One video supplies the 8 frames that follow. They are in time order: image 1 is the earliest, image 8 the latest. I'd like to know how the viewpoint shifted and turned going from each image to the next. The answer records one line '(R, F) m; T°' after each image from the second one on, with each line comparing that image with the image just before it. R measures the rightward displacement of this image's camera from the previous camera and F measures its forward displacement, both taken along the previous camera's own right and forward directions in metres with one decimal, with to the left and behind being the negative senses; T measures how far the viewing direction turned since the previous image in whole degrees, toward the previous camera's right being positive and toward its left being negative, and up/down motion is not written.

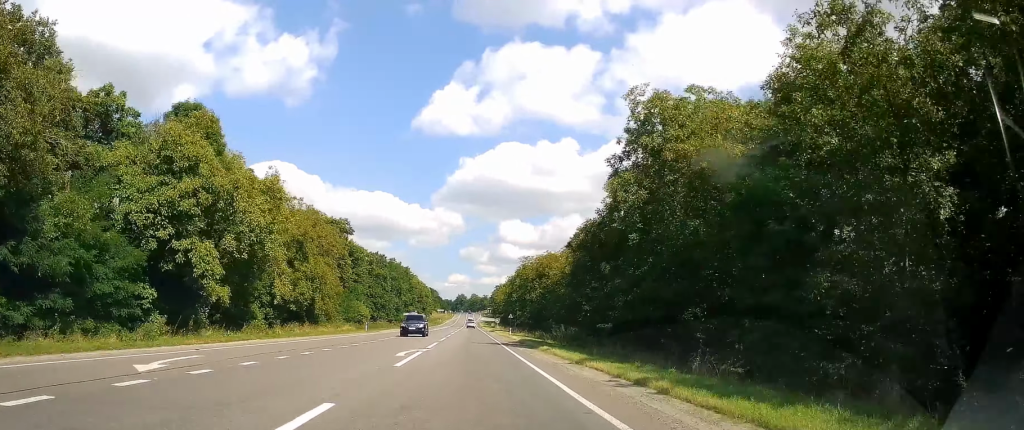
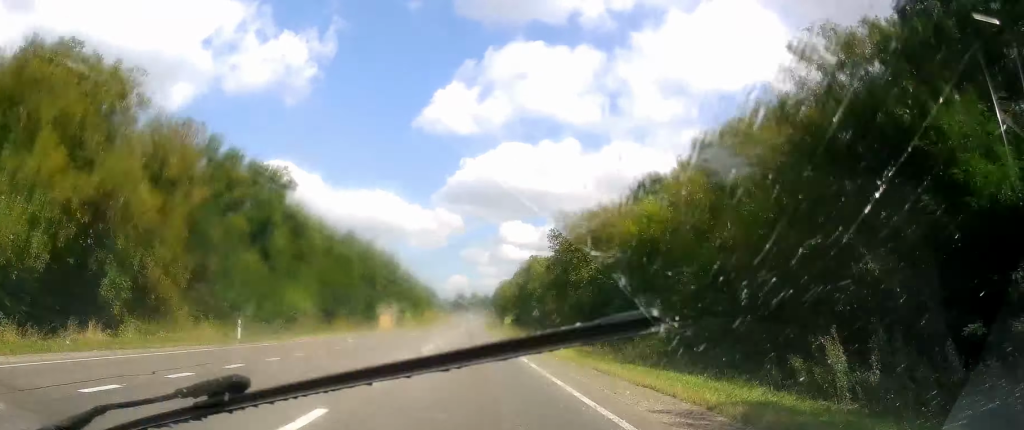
(-0.2, +39.5) m; -1°
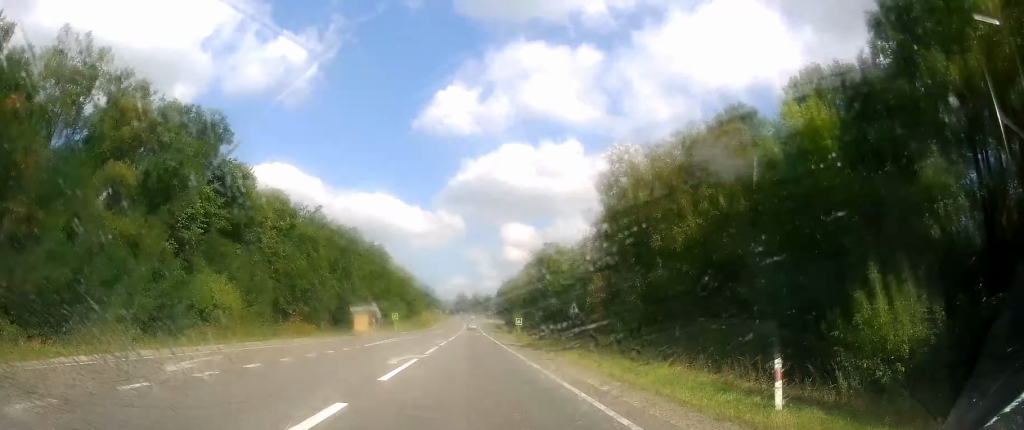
(-0.1, +22.8) m; 0°
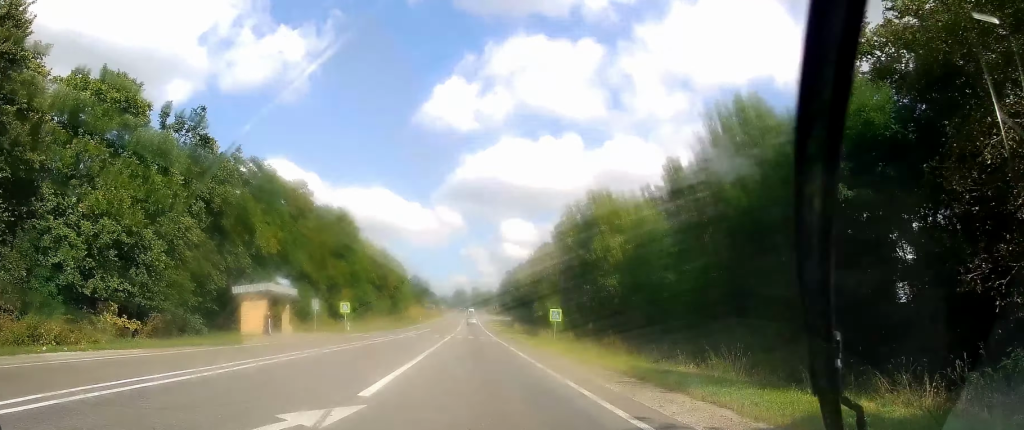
(+0.1, +38.9) m; 0°
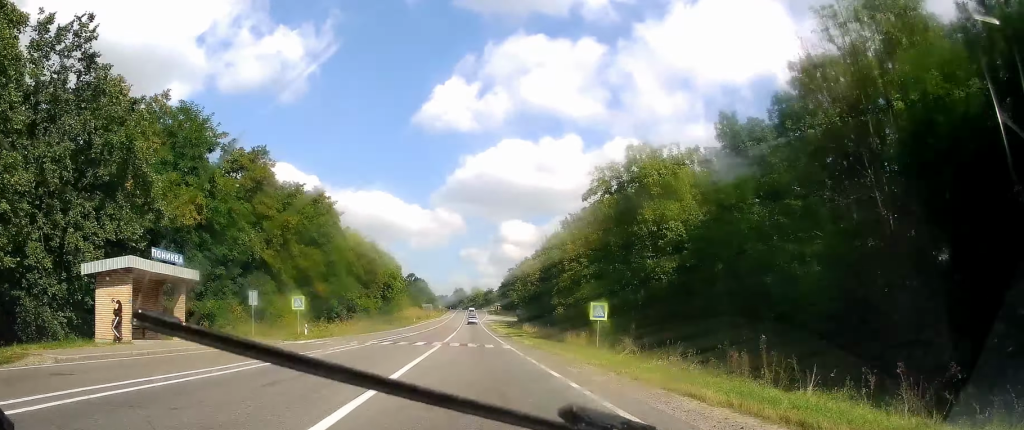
(-0.1, +16.1) m; 0°
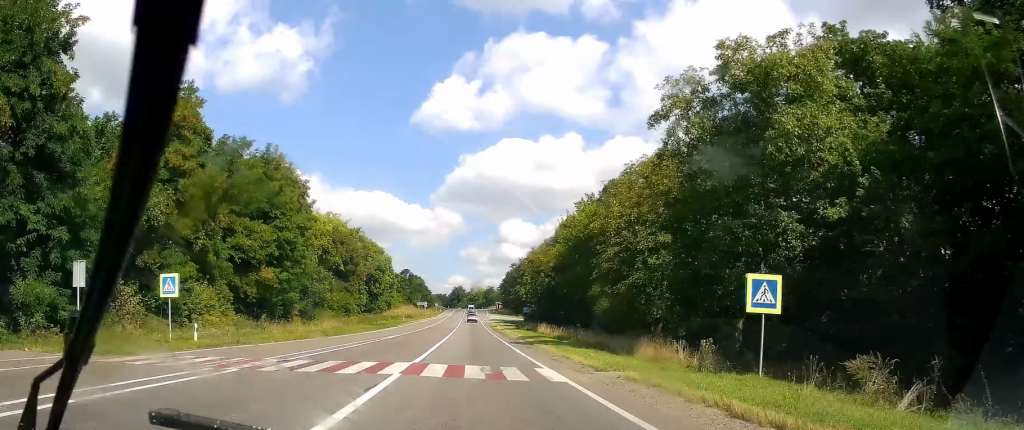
(0.0, +19.6) m; 0°
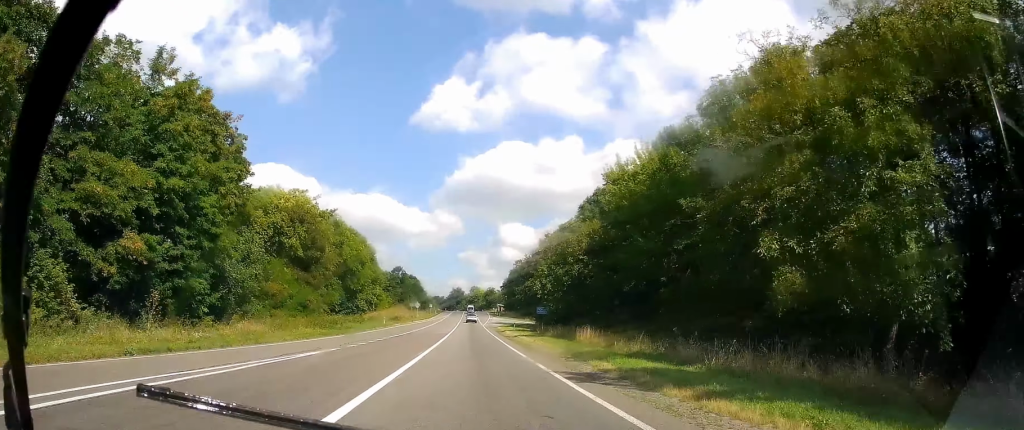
(0.0, +24.3) m; 0°
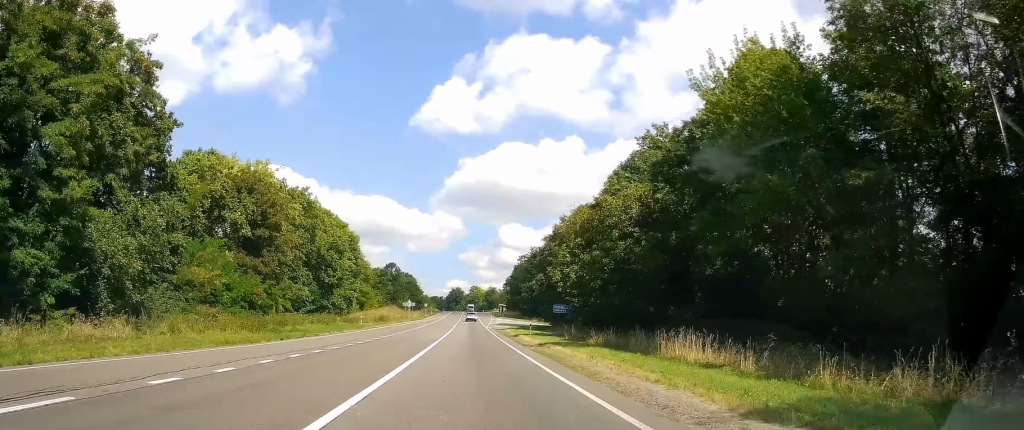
(0.0, +18.5) m; 0°
